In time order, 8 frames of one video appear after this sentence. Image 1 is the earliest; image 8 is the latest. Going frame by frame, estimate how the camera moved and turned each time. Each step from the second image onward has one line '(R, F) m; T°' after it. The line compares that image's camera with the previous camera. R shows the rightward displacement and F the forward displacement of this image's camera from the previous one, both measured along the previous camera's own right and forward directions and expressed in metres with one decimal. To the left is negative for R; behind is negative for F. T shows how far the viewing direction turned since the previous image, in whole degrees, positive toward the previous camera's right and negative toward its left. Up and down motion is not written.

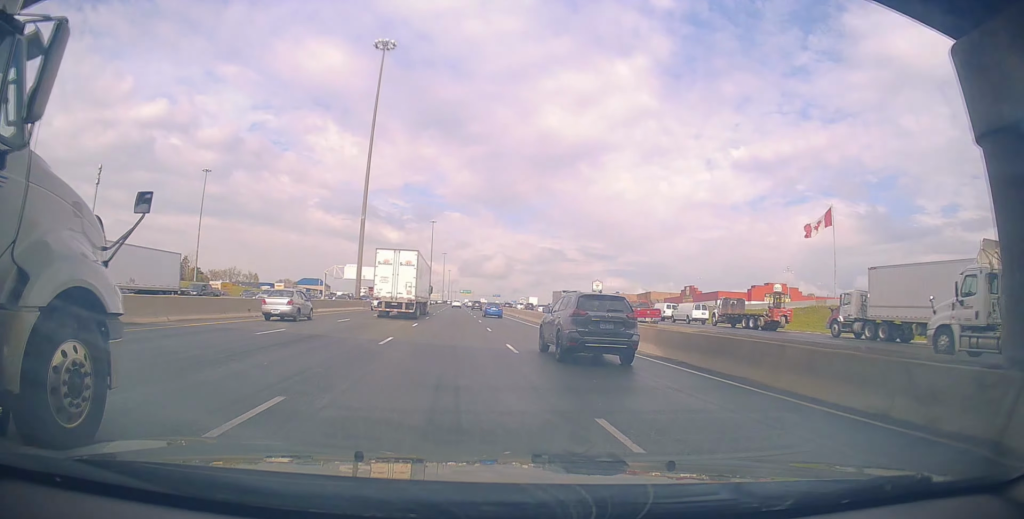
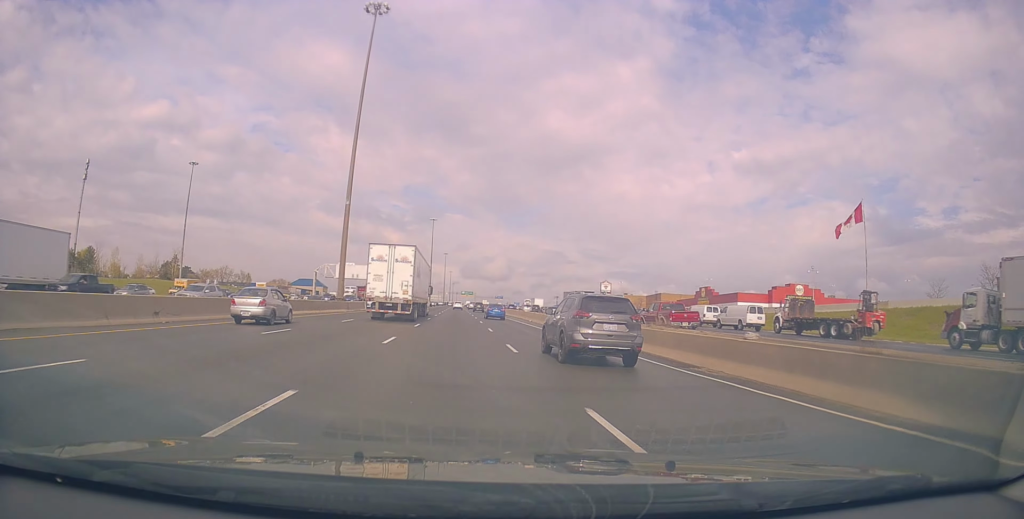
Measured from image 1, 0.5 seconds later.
(-0.1, +11.0) m; -1°
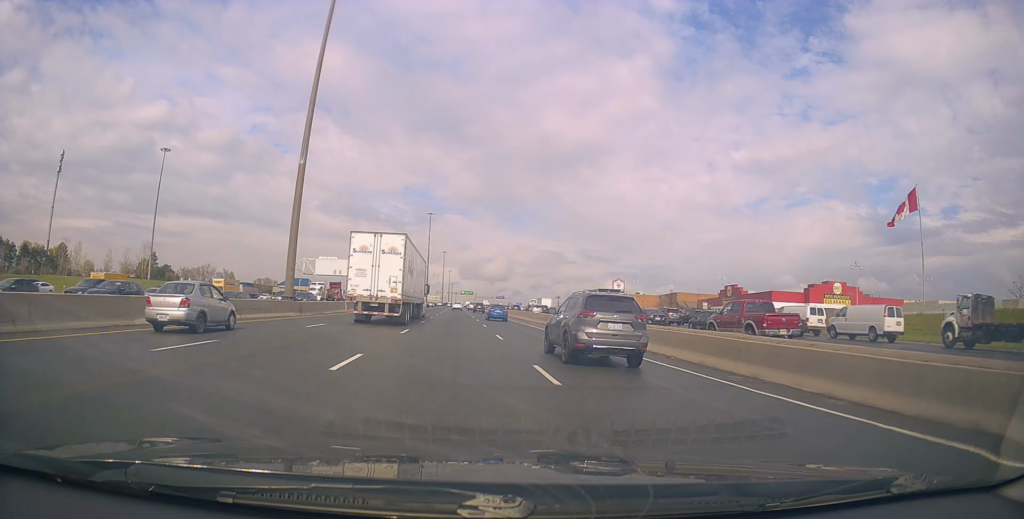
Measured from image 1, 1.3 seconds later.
(-0.2, +18.5) m; +1°
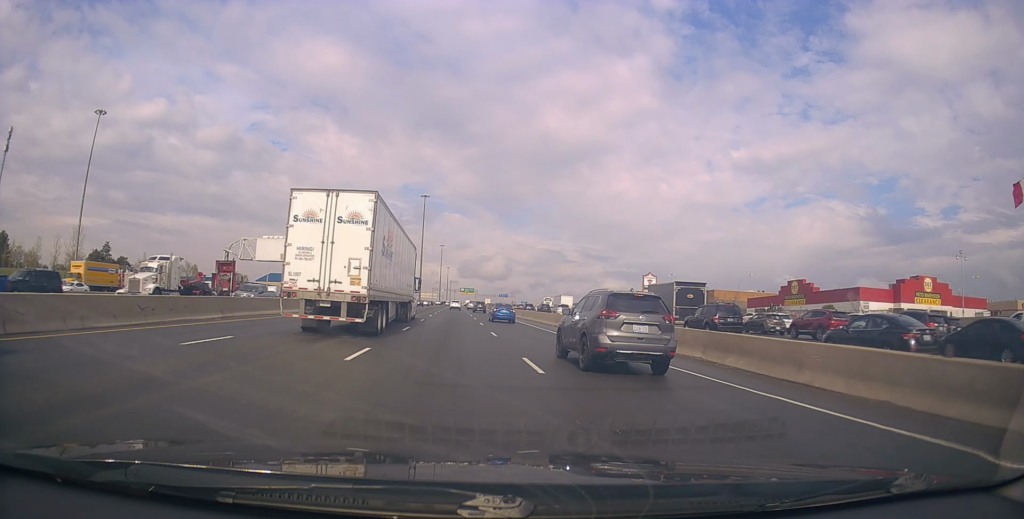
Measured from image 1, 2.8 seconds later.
(+0.5, +33.9) m; 0°
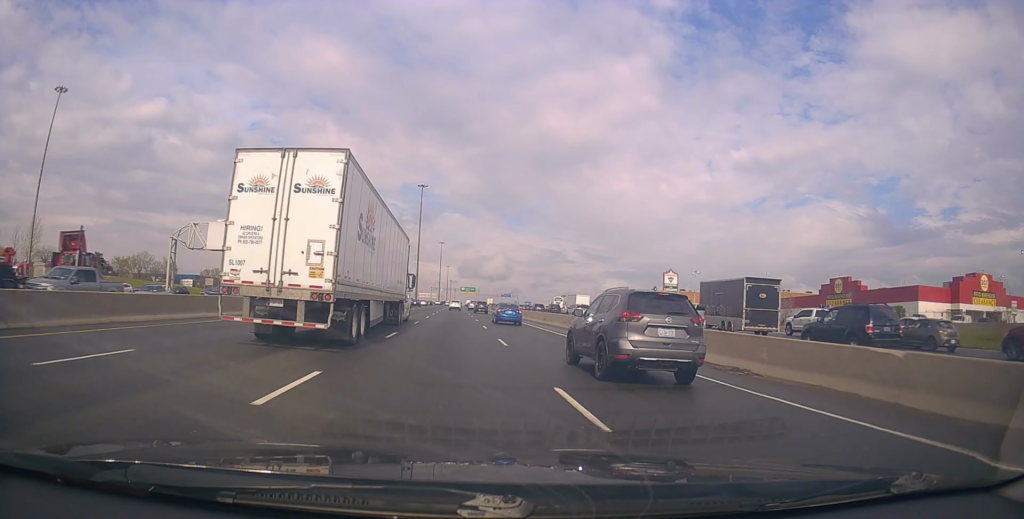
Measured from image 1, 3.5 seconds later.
(-0.3, +17.0) m; -1°
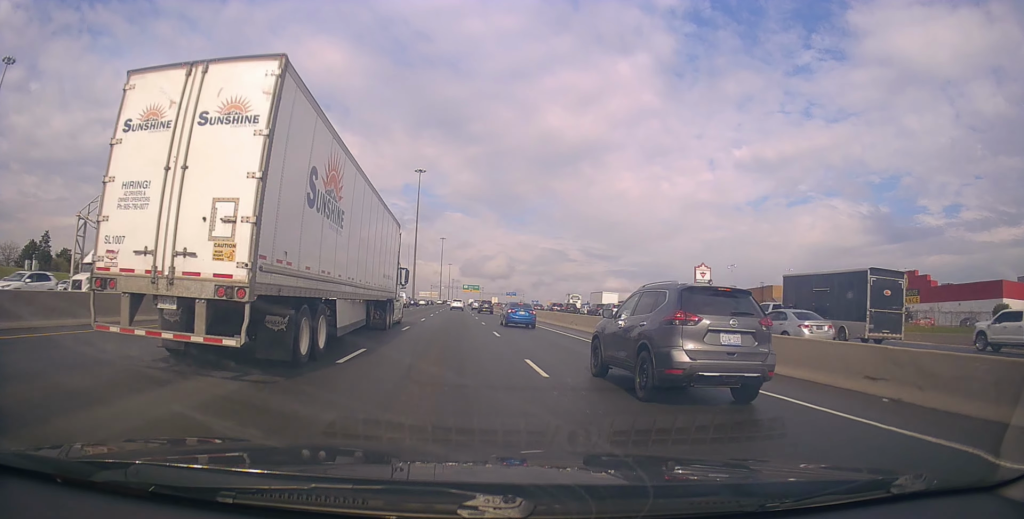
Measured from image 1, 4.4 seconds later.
(+0.1, +19.1) m; +1°
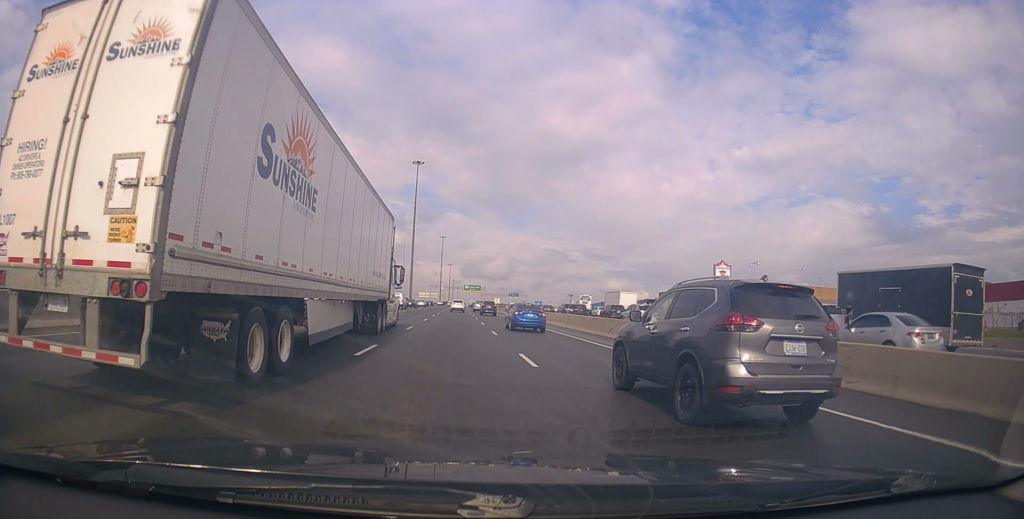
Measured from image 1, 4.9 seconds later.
(0.0, +10.5) m; 0°
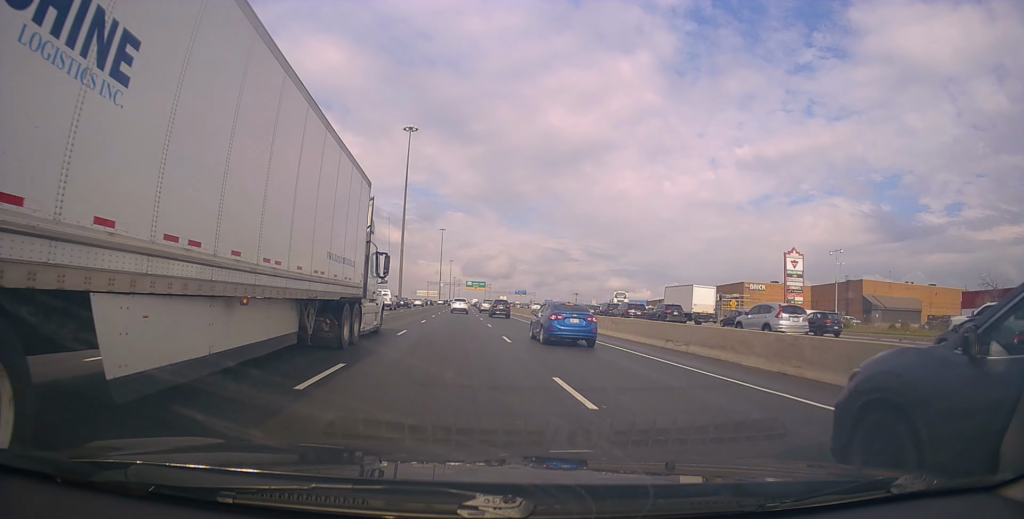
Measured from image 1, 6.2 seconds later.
(-0.1, +27.9) m; -1°
